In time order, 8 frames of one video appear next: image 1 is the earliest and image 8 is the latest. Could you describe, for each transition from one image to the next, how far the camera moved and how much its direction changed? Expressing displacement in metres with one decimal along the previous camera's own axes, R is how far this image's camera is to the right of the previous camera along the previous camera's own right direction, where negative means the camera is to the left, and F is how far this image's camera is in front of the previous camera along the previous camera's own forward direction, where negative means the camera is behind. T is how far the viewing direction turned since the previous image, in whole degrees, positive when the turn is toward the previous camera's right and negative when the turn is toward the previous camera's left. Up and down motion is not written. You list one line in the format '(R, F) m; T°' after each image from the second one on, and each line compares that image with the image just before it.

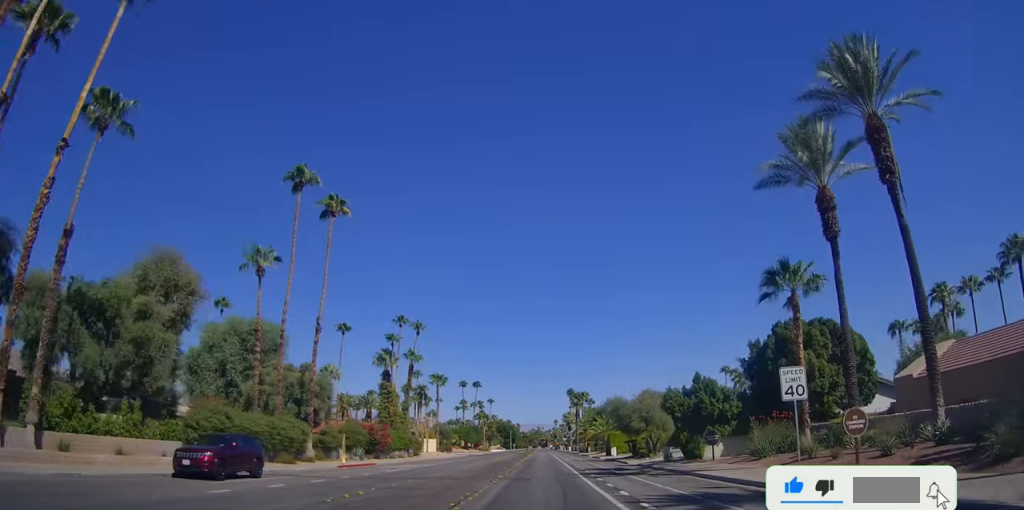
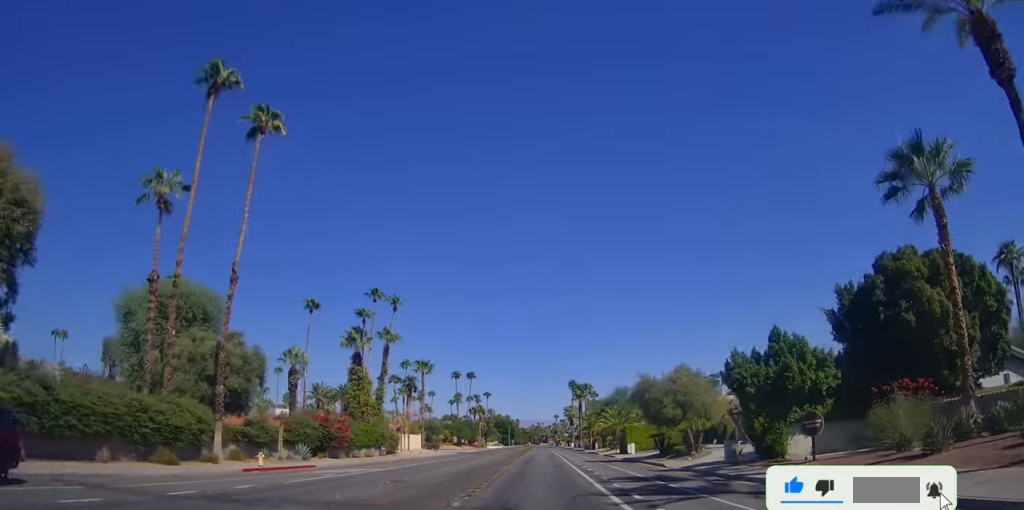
(+0.2, +12.8) m; +1°
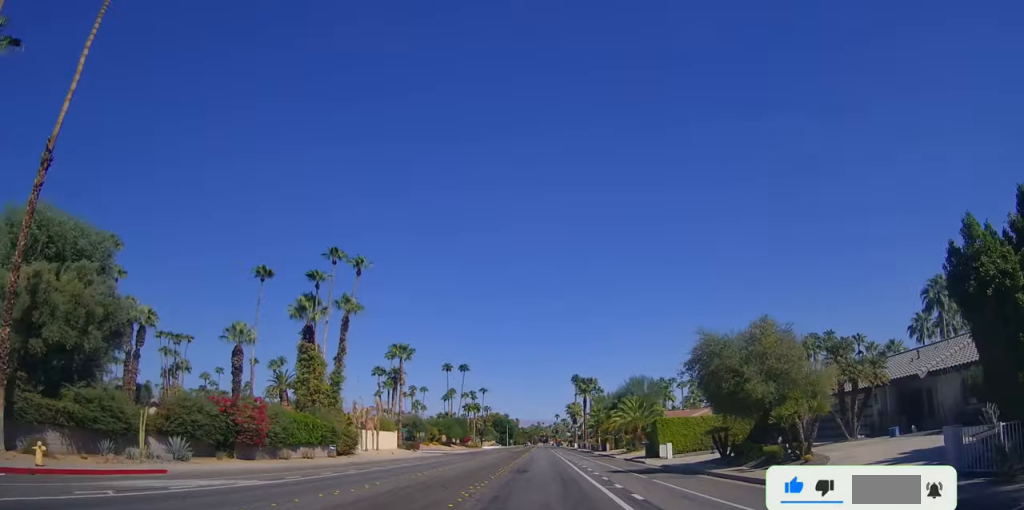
(0.0, +14.7) m; 0°
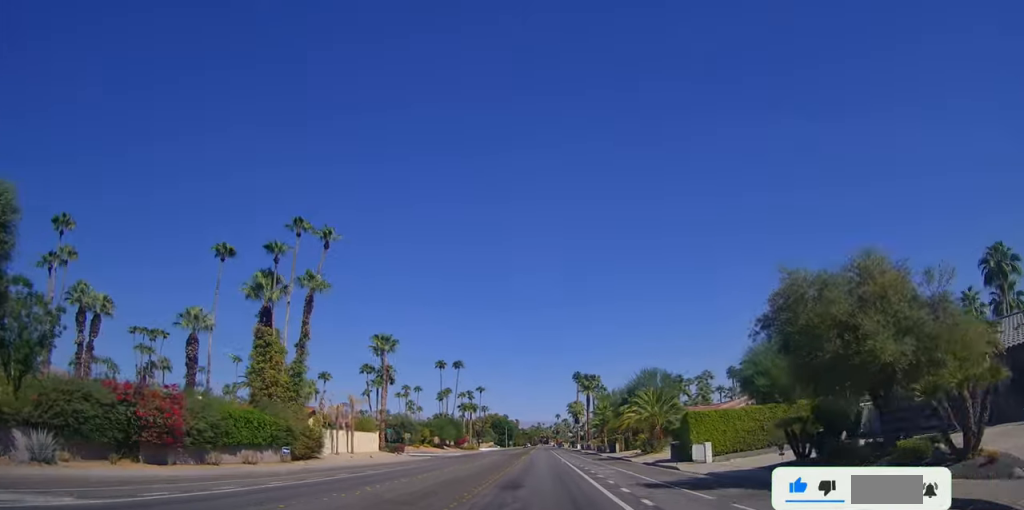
(0.0, +8.6) m; 0°
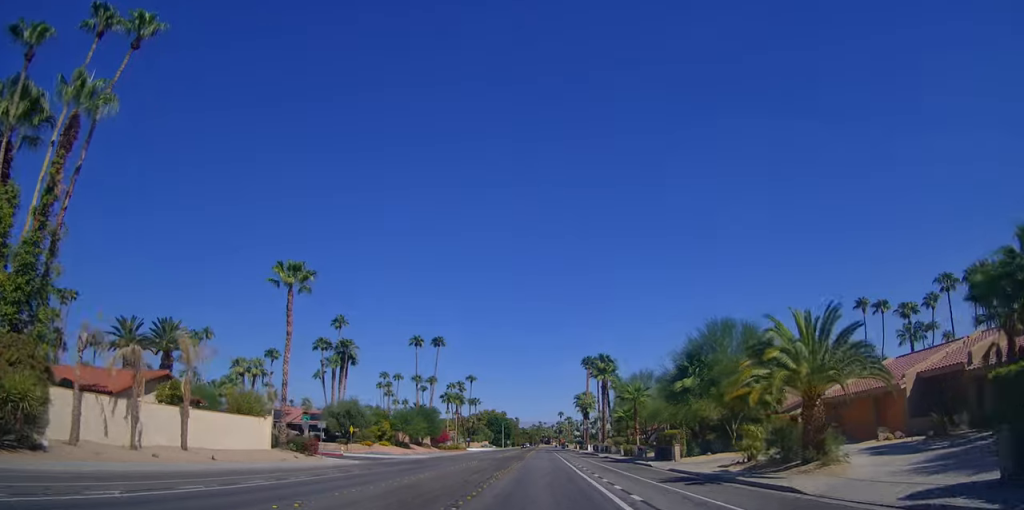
(0.0, +27.4) m; 0°
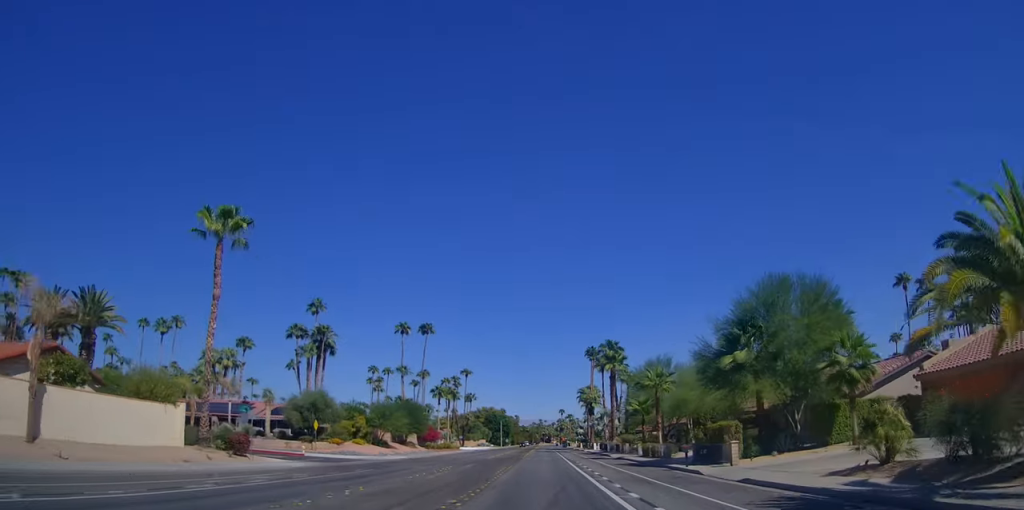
(0.0, +10.7) m; 0°
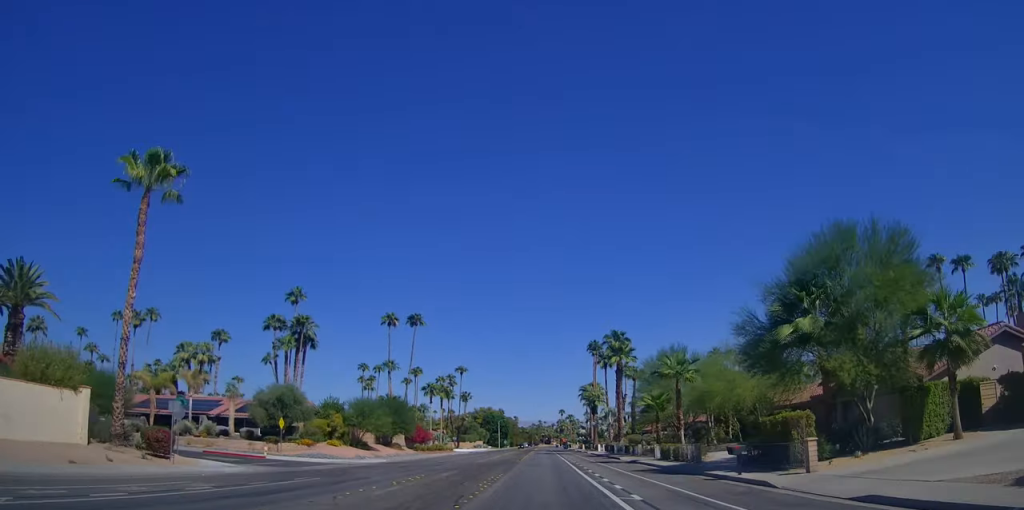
(0.0, +7.5) m; 0°
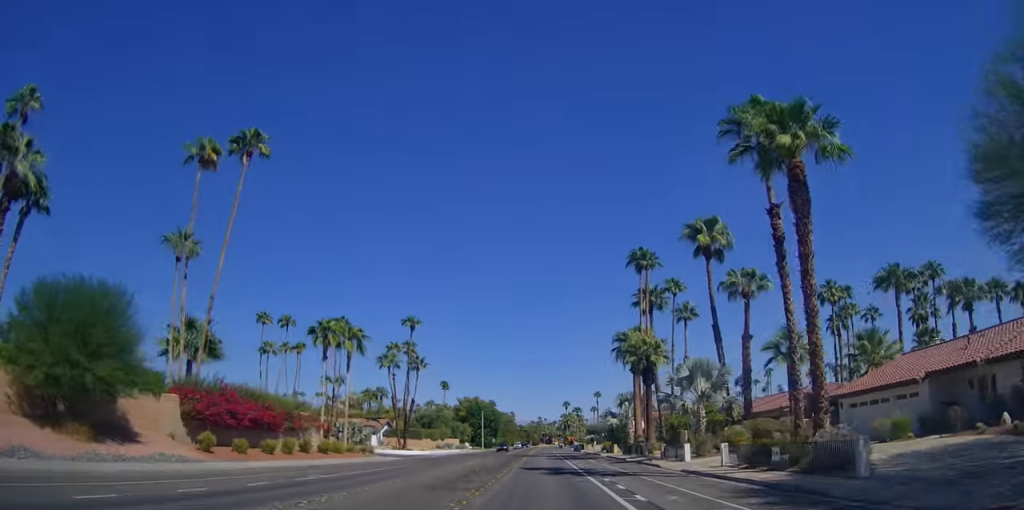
(0.0, +51.3) m; 0°
